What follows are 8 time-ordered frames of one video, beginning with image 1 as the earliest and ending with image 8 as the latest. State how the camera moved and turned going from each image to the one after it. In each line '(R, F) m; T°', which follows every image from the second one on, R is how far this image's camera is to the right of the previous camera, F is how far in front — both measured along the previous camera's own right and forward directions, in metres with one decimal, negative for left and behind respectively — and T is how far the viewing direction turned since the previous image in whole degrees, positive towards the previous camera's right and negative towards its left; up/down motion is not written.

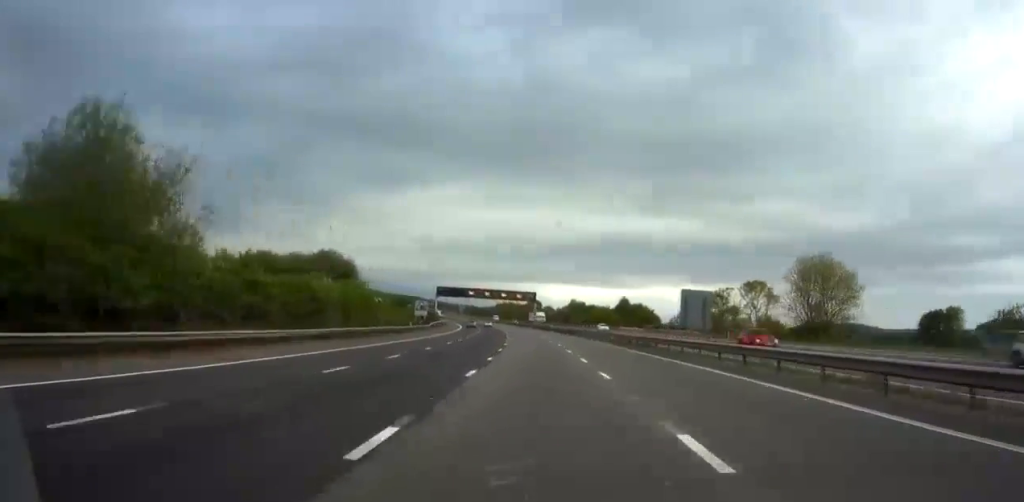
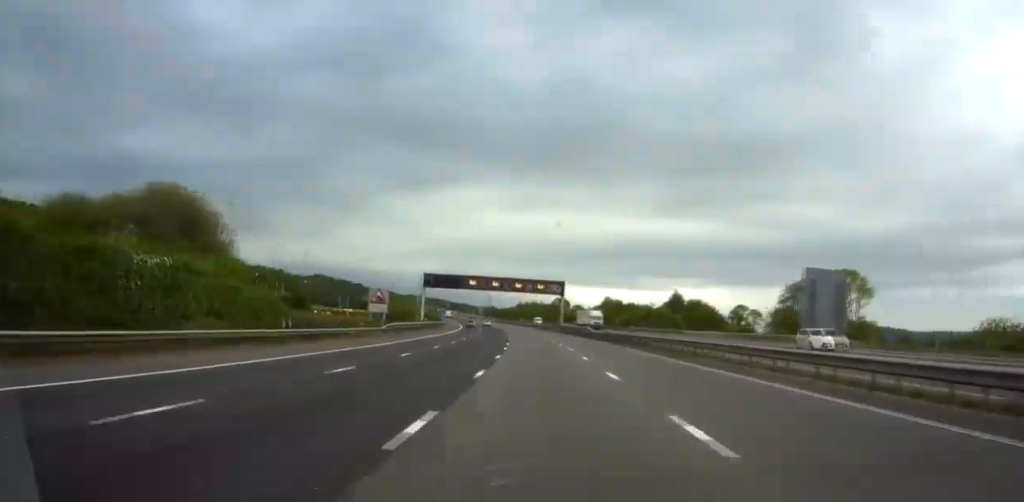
(0.0, +45.0) m; 0°
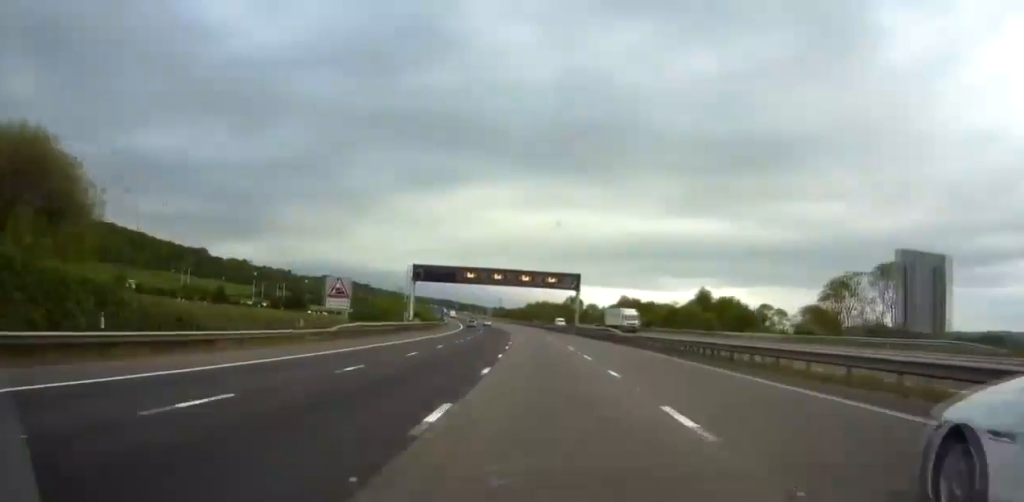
(0.0, +17.6) m; 0°
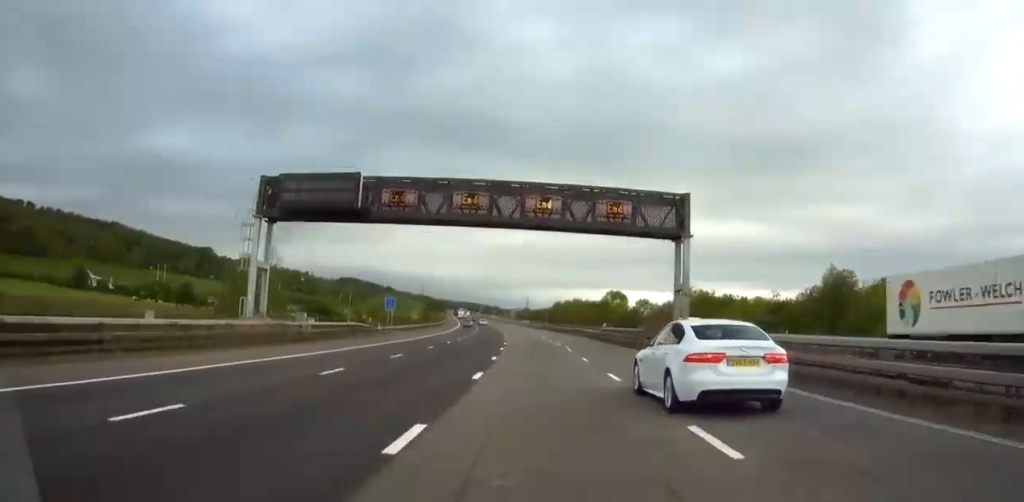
(-0.1, +57.7) m; -3°
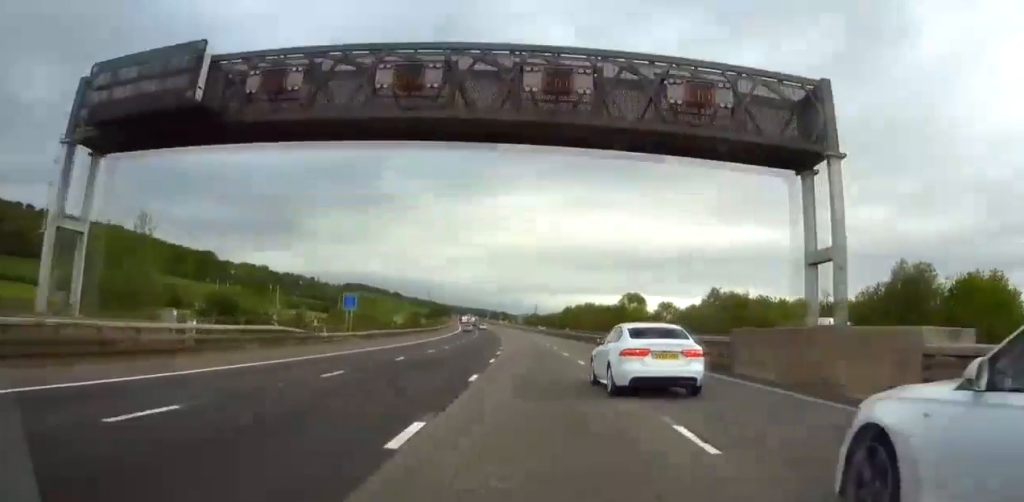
(-0.8, +17.9) m; -2°
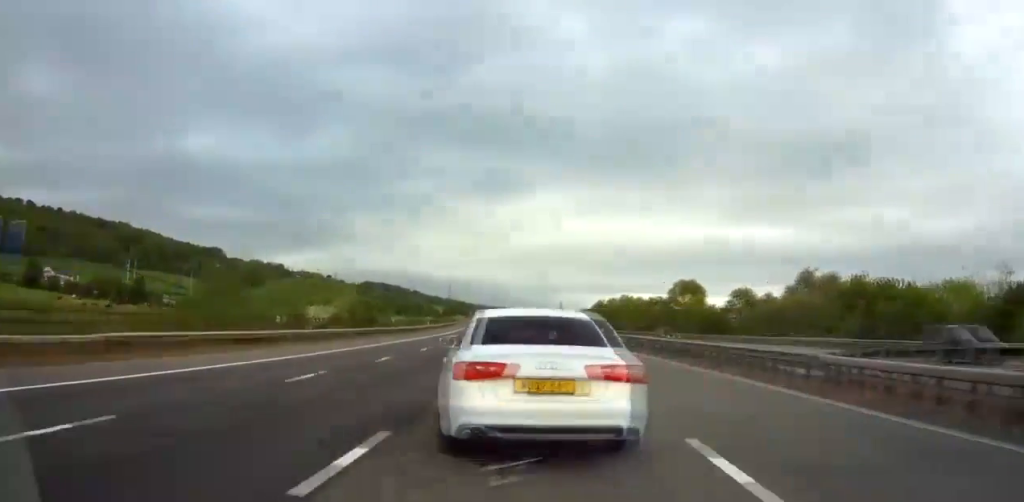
(-1.6, +39.5) m; -4°
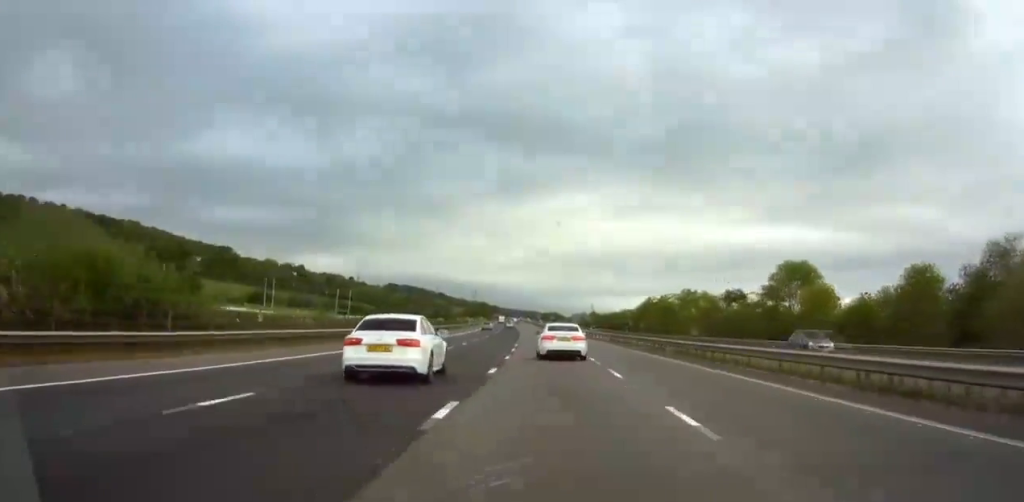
(-1.3, +43.4) m; 0°
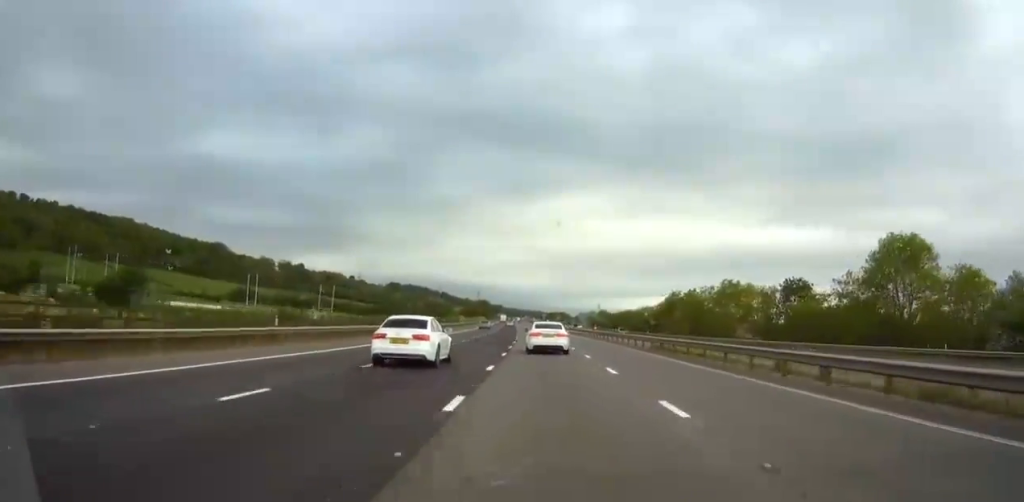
(+1.2, +26.3) m; +1°
